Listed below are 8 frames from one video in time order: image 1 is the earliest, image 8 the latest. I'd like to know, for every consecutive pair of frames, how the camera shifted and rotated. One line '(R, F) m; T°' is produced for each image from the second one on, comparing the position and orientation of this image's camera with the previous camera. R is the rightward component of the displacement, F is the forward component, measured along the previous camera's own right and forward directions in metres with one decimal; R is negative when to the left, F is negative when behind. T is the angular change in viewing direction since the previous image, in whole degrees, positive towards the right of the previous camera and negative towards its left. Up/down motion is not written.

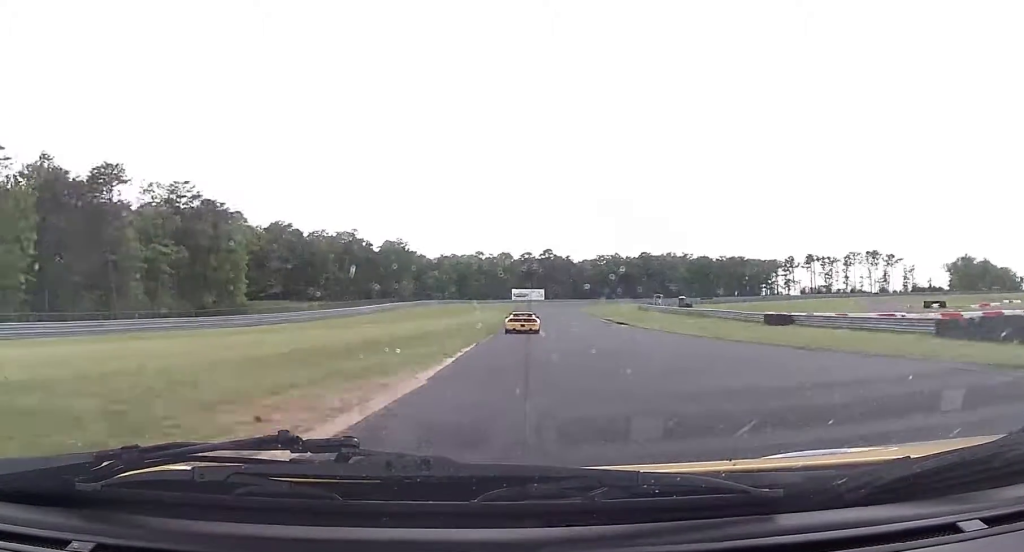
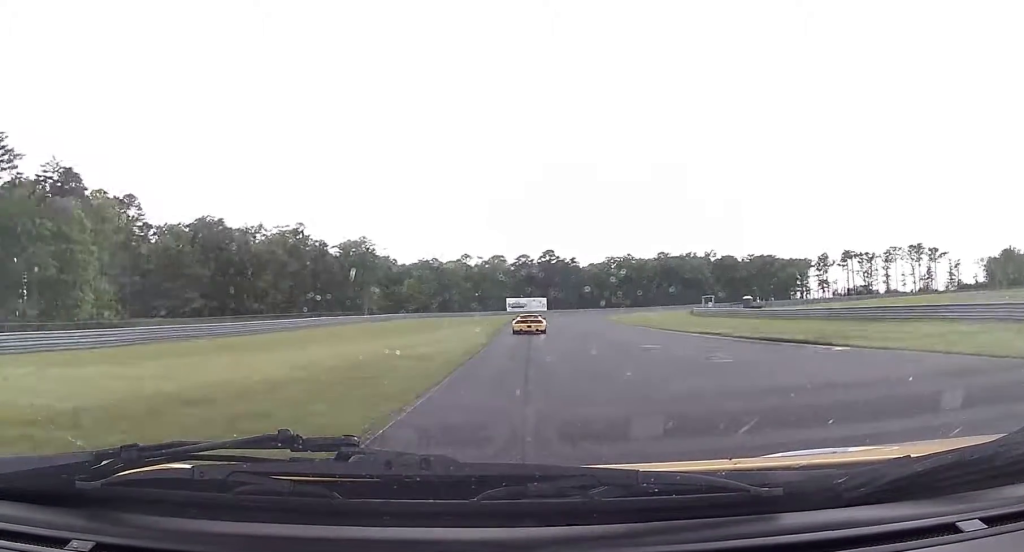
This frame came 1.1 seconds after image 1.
(-0.2, +41.3) m; 0°
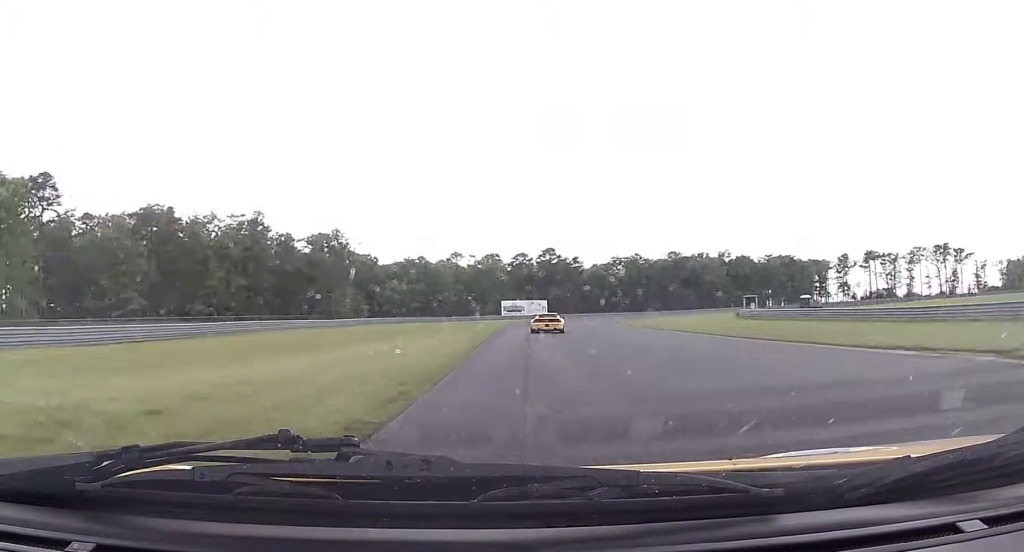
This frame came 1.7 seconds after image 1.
(+0.2, +21.6) m; 0°
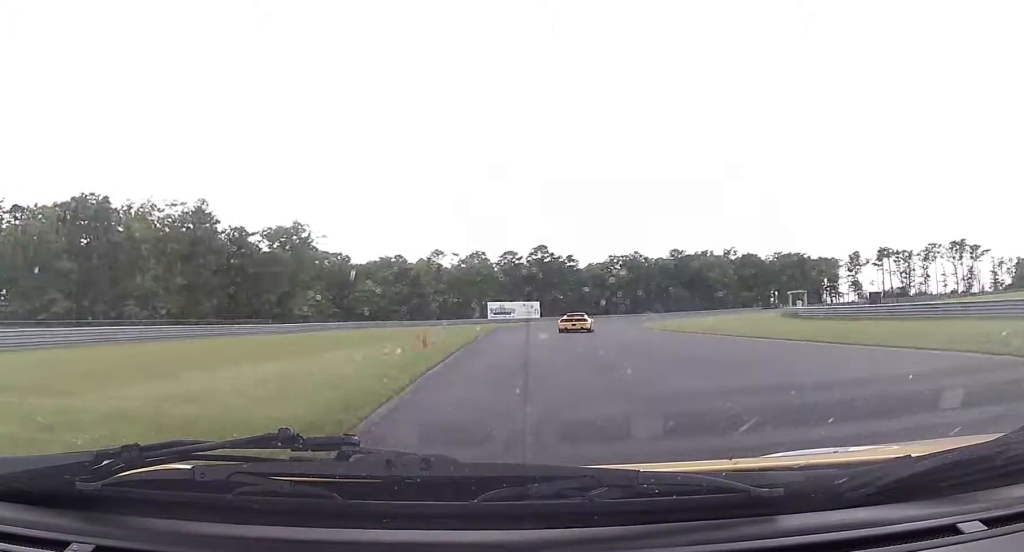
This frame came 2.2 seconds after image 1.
(0.0, +18.5) m; +1°
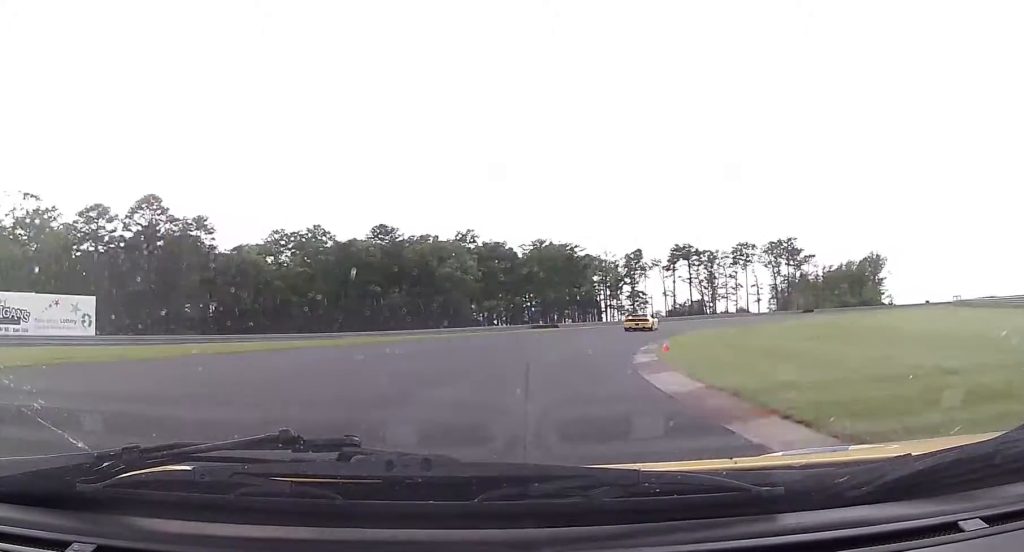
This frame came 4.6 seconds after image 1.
(+8.1, +80.7) m; +20°
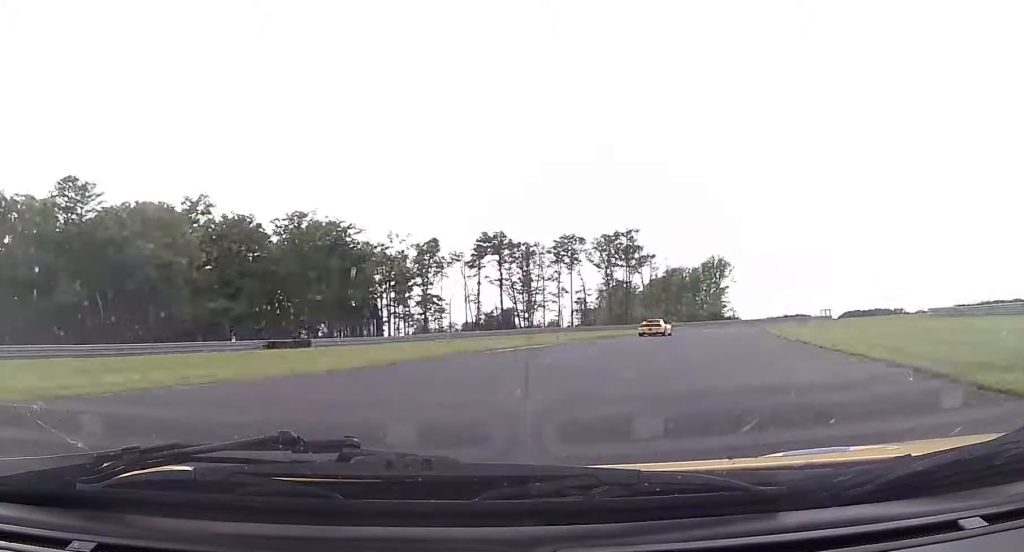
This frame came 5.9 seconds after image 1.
(+6.8, +40.5) m; +21°
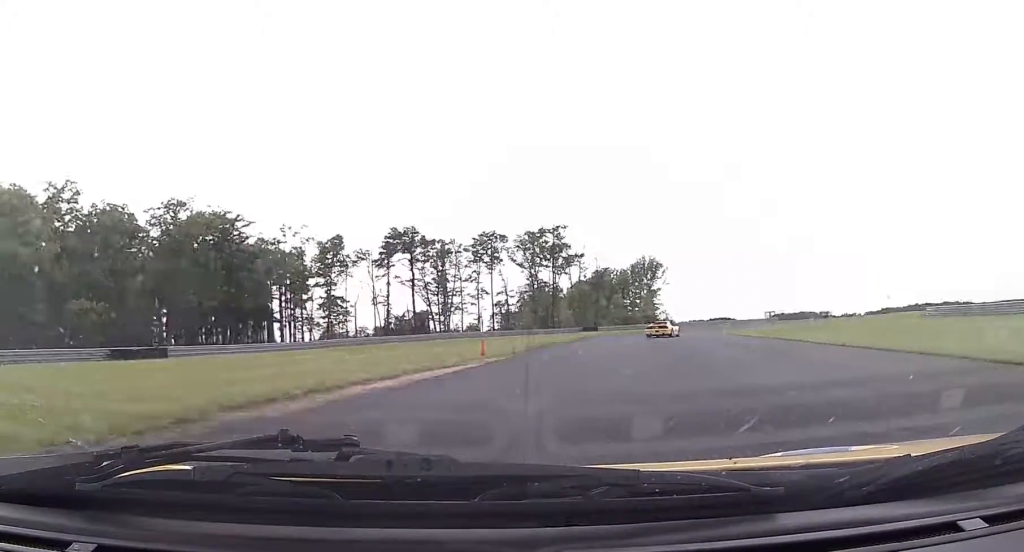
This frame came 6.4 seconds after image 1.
(+1.8, +15.1) m; +8°
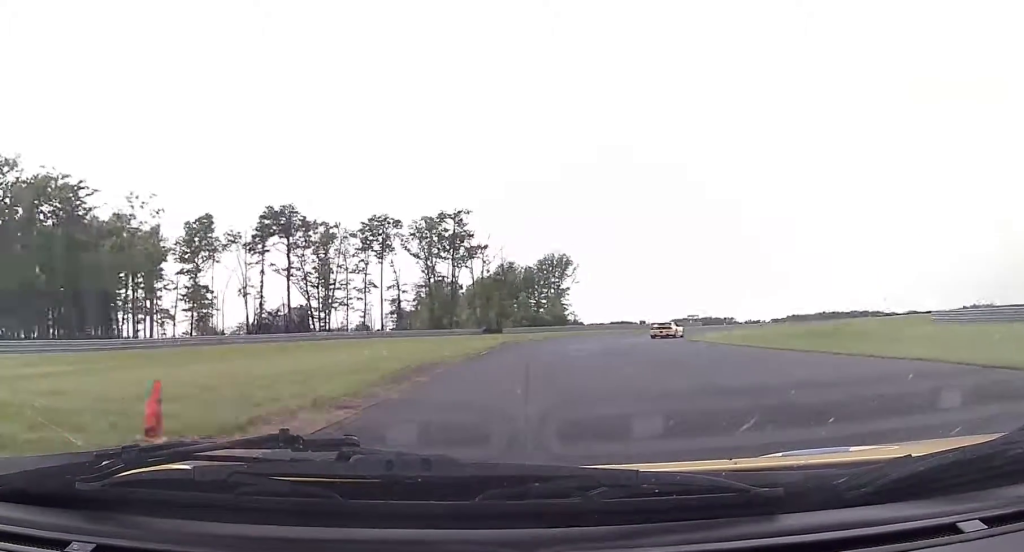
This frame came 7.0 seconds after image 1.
(+1.1, +17.1) m; +9°
